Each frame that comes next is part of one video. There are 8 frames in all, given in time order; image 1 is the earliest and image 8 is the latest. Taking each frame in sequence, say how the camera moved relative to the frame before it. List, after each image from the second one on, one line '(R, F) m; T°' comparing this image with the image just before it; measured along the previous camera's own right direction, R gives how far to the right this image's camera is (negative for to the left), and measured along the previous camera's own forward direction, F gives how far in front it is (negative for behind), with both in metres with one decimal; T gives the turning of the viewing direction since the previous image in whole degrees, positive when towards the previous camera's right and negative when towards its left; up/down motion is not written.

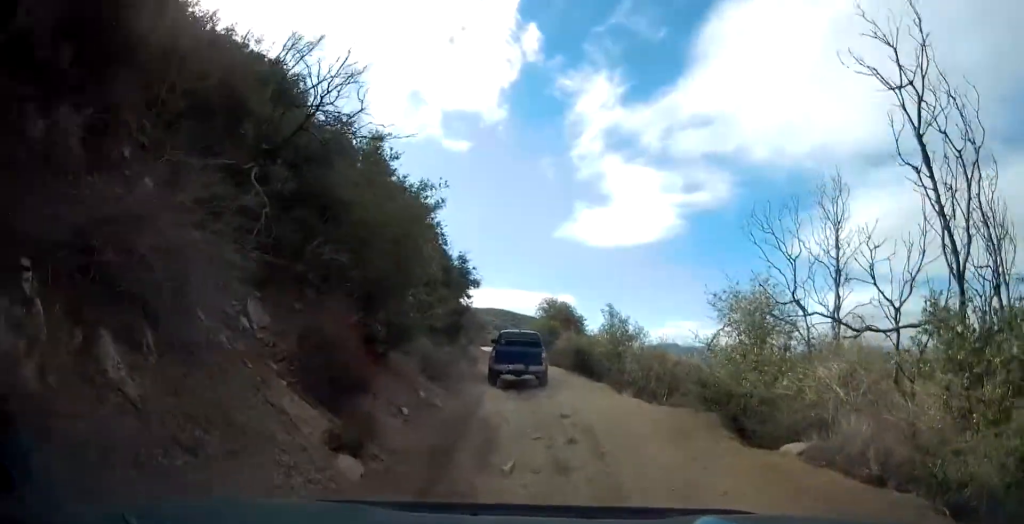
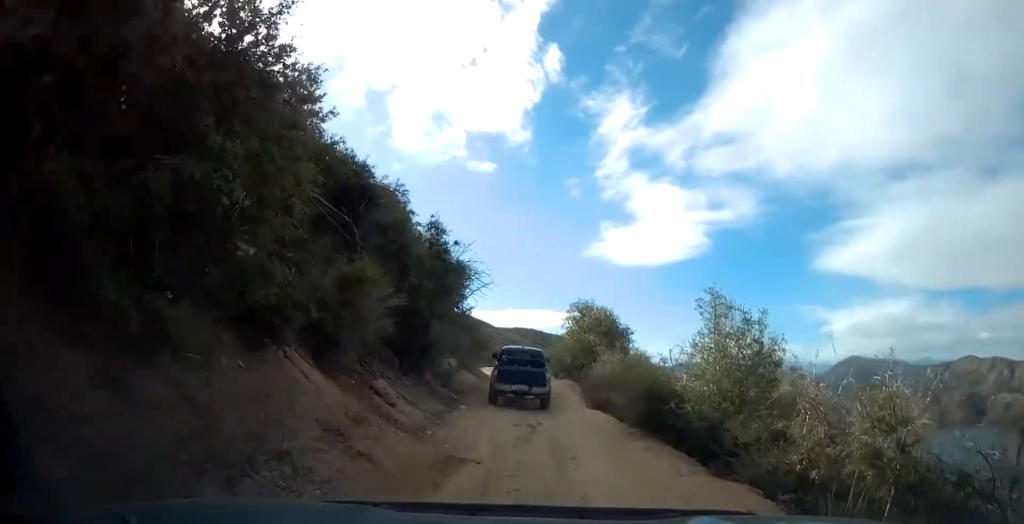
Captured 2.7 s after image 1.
(+0.6, +12.4) m; -1°
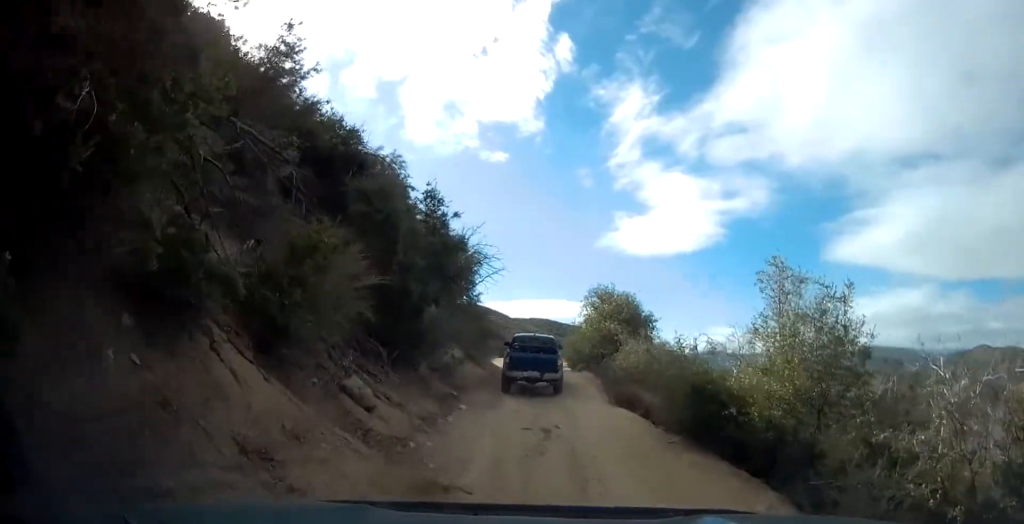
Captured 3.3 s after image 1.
(-0.3, +2.6) m; 0°
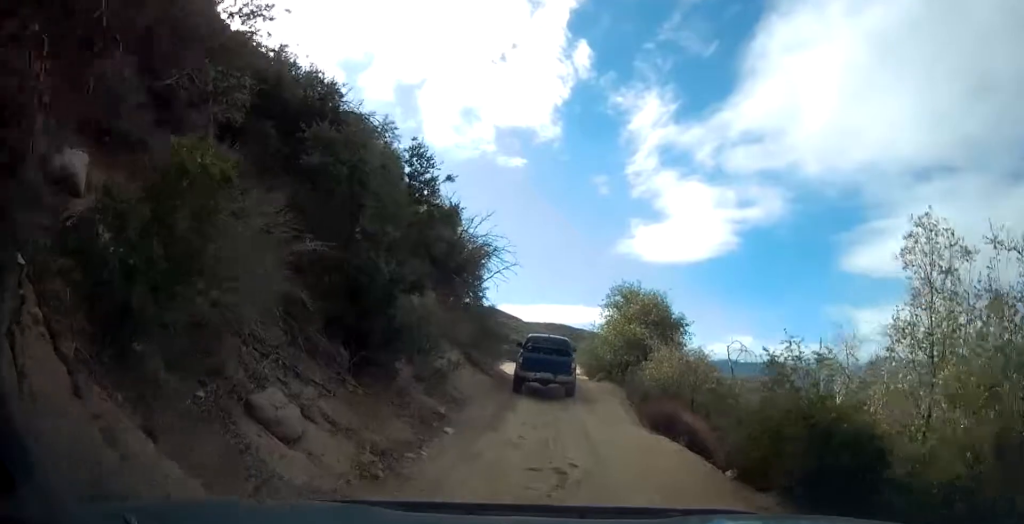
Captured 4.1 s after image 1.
(+0.3, +3.5) m; -2°
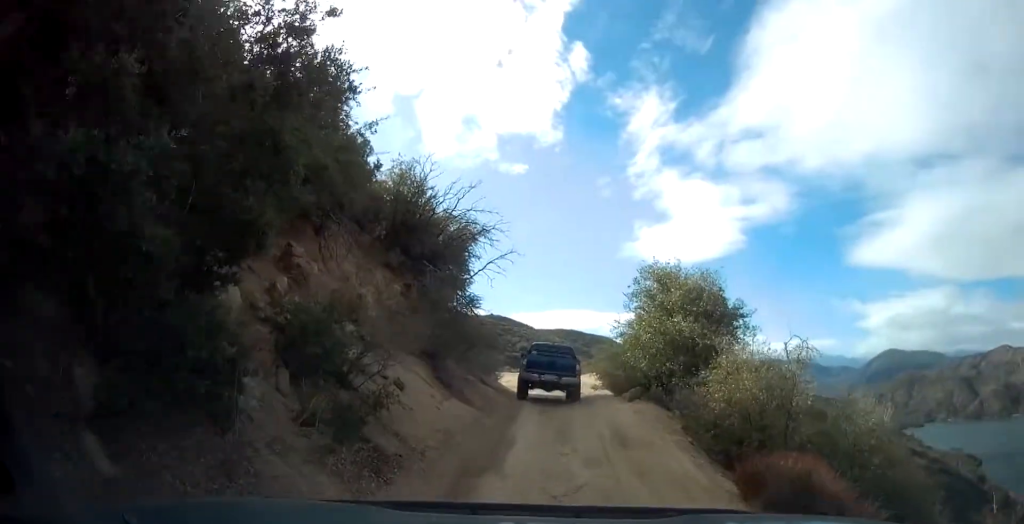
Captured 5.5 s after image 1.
(-0.5, +6.3) m; 0°
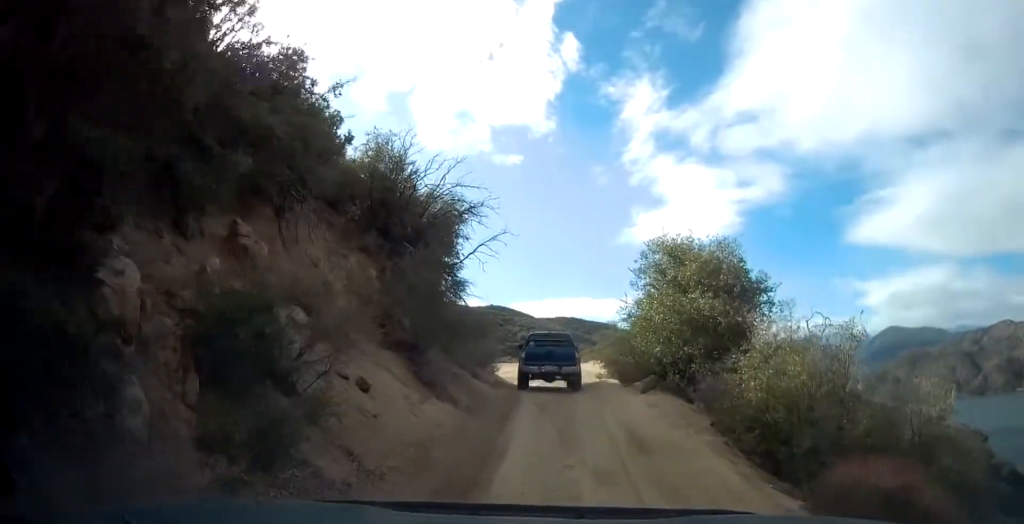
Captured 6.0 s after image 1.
(+0.3, +2.0) m; +1°
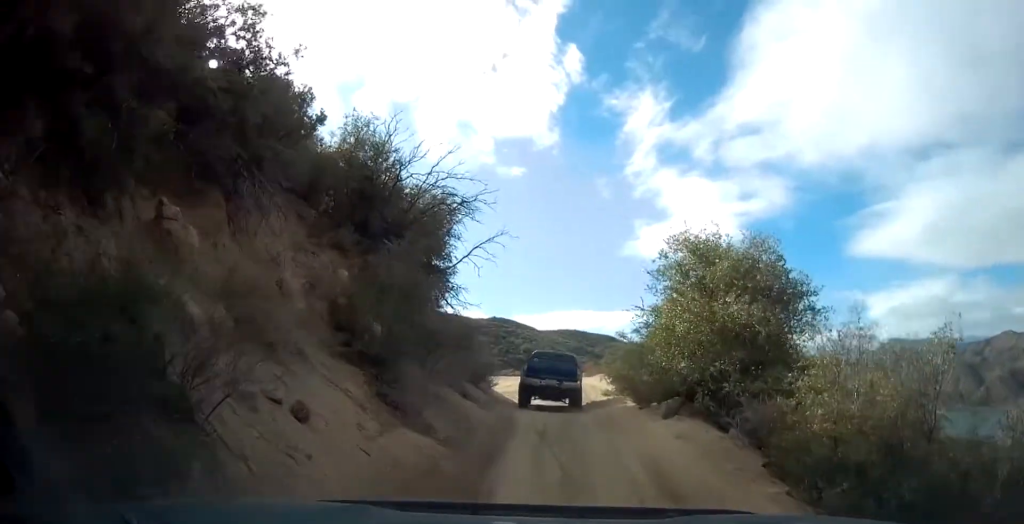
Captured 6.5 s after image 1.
(+0.1, +2.2) m; +1°
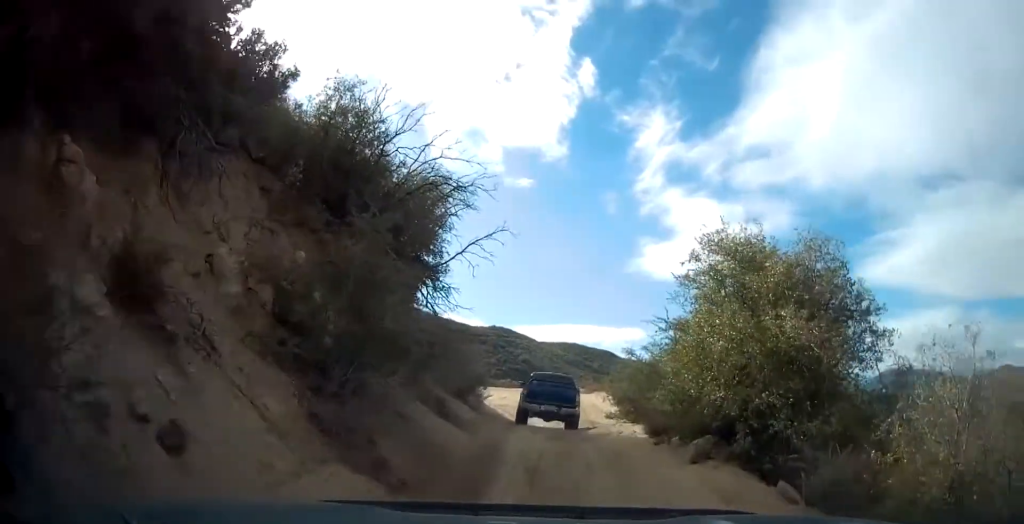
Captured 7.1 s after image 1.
(-0.3, +2.4) m; -2°
